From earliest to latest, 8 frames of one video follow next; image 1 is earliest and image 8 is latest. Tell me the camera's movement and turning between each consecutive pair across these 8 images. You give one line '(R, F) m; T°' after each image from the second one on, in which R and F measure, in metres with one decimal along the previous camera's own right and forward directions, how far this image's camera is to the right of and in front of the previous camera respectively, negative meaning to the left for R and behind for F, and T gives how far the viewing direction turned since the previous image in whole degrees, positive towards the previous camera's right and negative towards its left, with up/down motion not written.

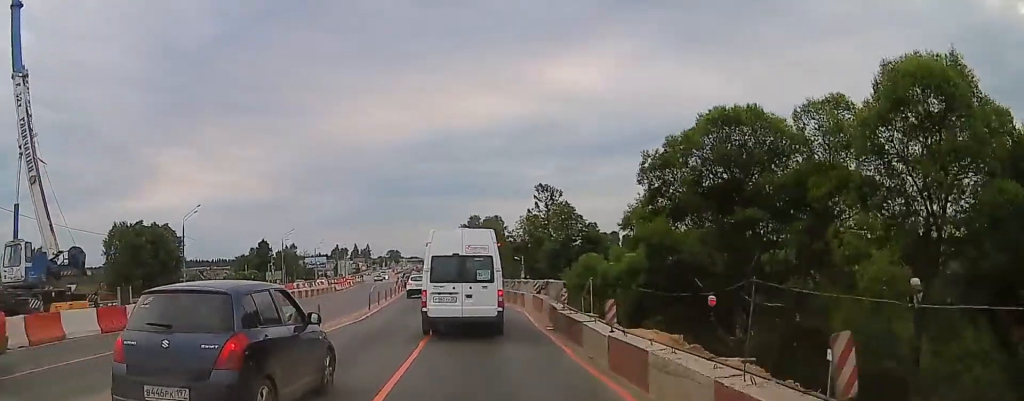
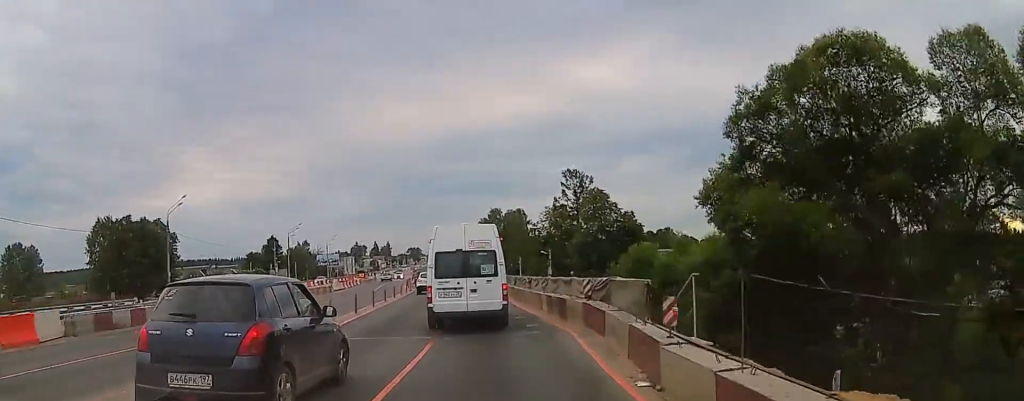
(0.0, +8.4) m; 0°
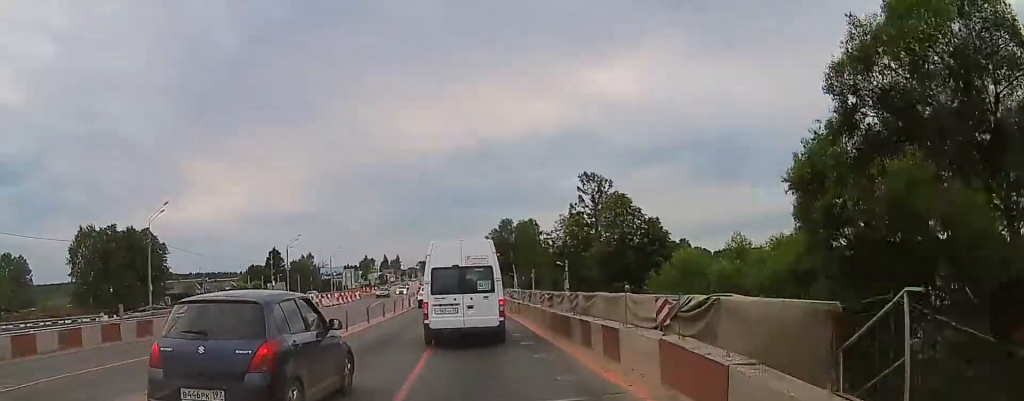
(0.0, +5.8) m; 0°
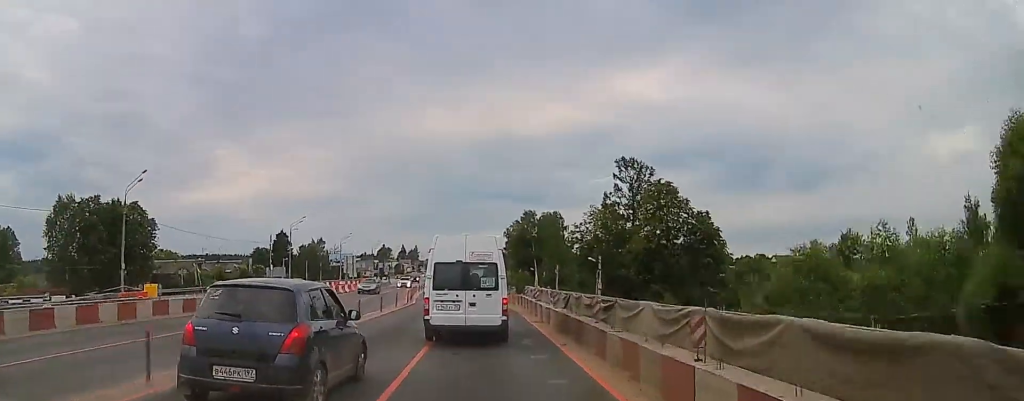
(0.0, +7.9) m; 0°
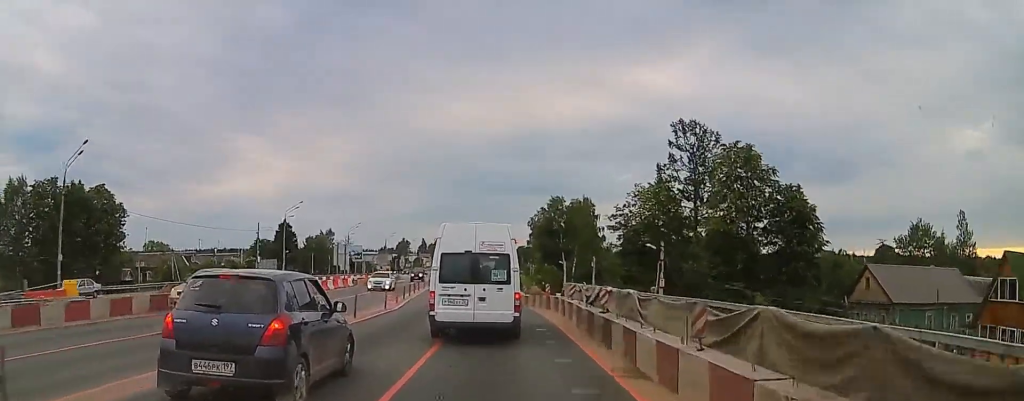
(0.0, +12.0) m; 0°
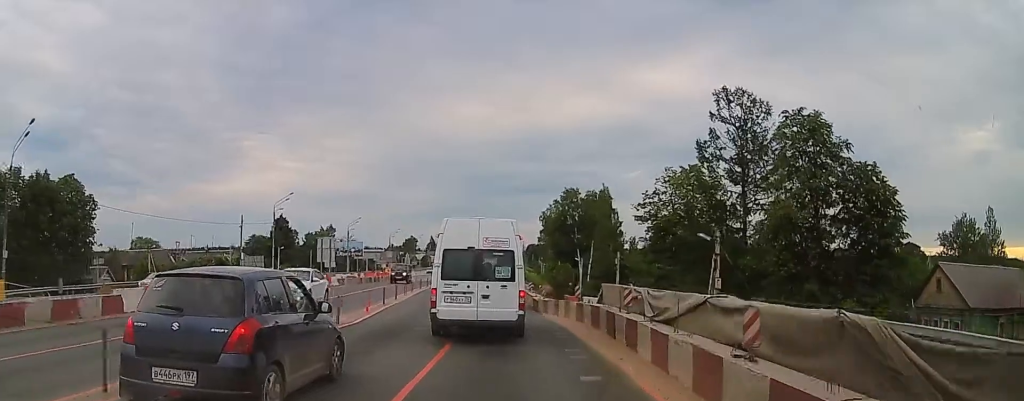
(0.0, +7.8) m; 0°
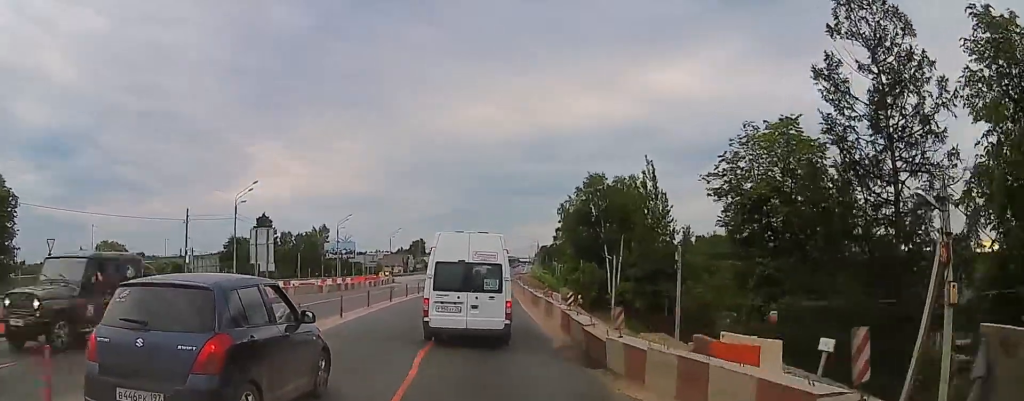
(-0.3, +16.0) m; -4°
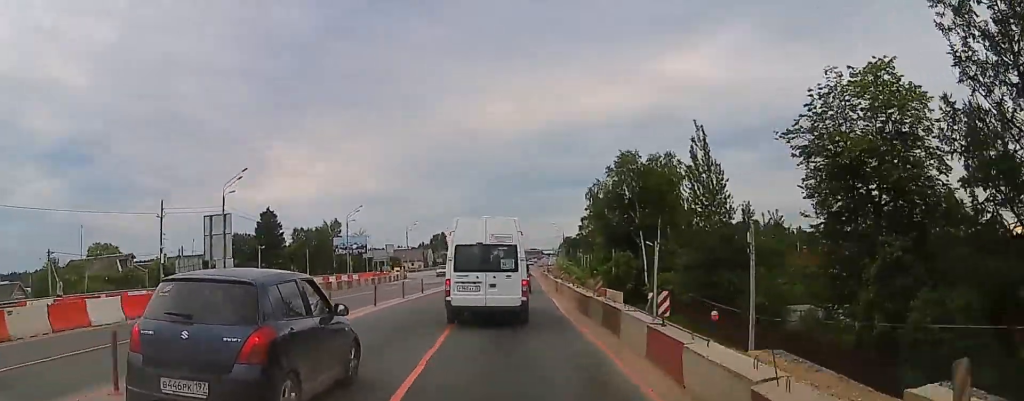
(-0.3, +8.6) m; -2°
